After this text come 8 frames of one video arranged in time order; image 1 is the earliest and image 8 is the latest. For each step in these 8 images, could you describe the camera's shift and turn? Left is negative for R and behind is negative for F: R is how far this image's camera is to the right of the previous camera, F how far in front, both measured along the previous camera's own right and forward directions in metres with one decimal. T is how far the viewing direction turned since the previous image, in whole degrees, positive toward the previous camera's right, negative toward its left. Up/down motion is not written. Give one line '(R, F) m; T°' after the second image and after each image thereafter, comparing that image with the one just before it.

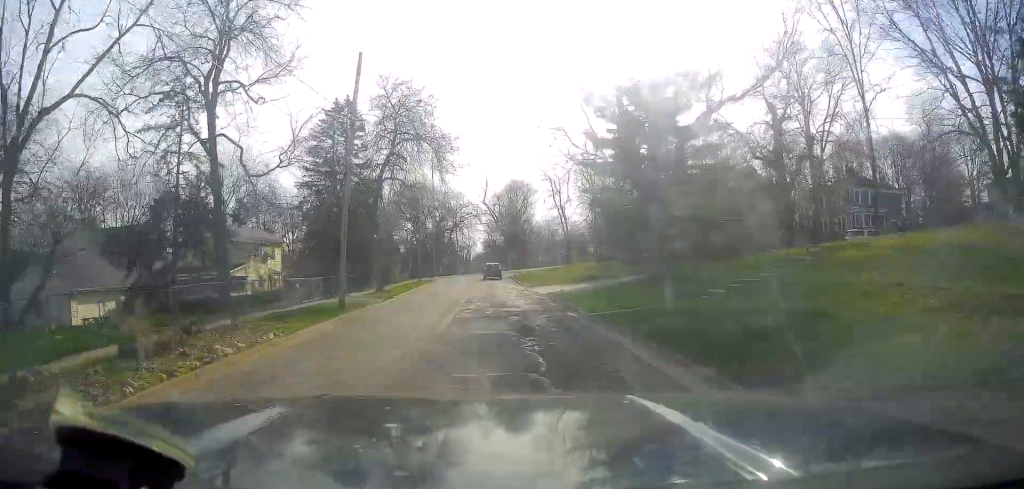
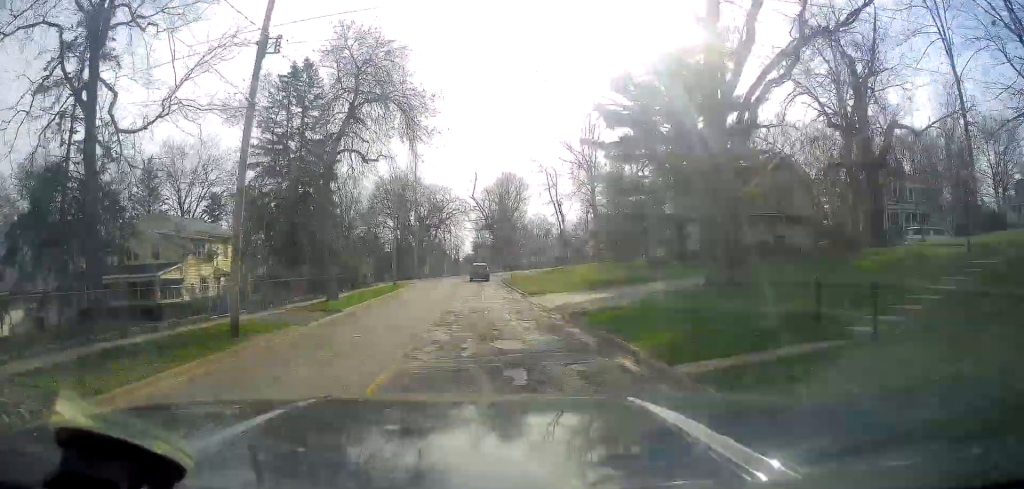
(+0.1, +9.1) m; 0°
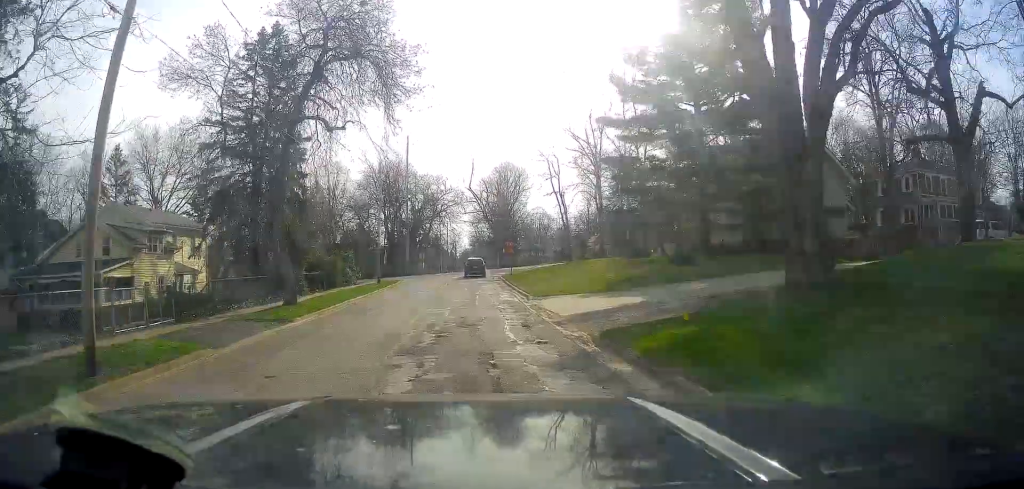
(0.0, +5.7) m; 0°
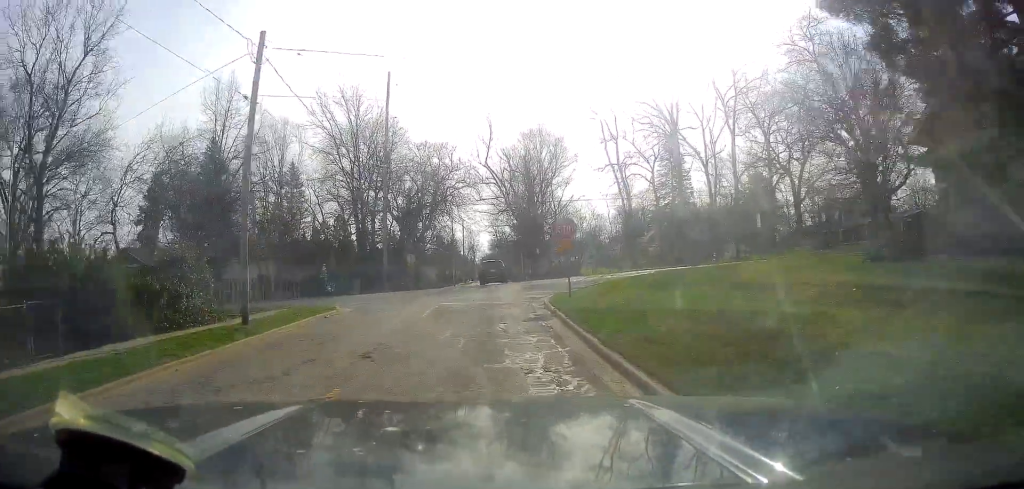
(0.0, +26.2) m; -3°
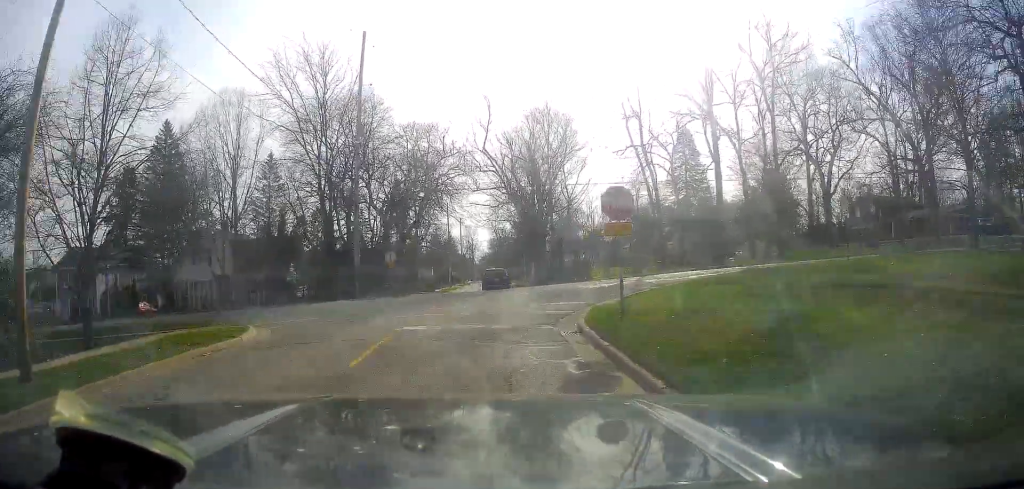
(-0.6, +8.9) m; -1°
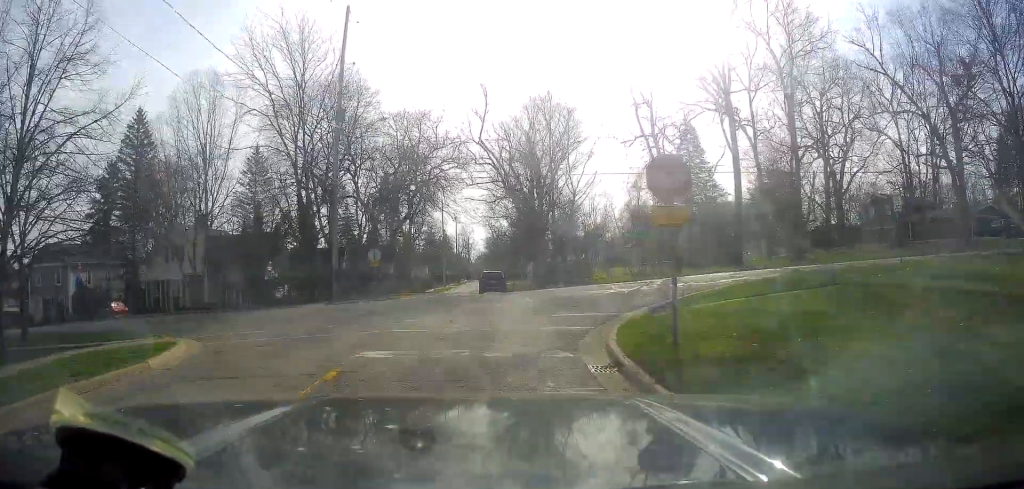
(+0.2, +3.9) m; +2°
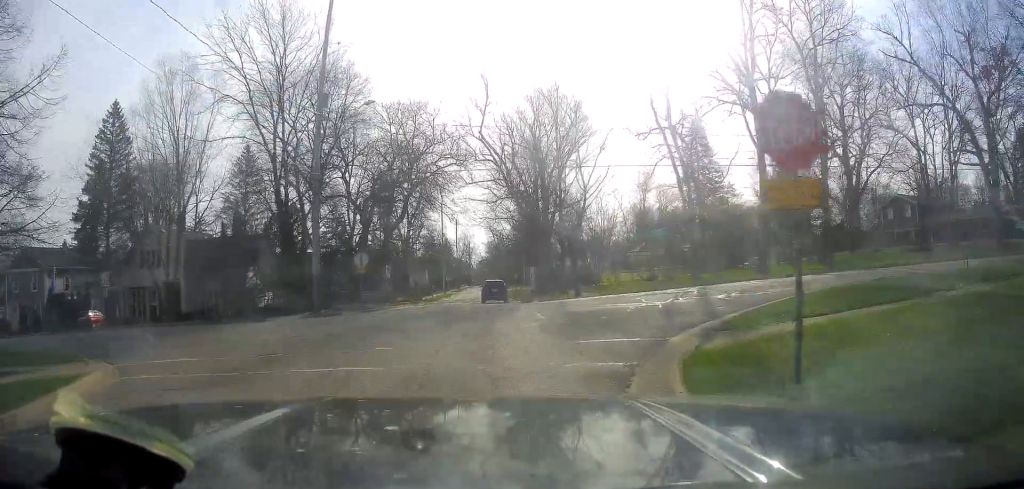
(+0.1, +4.2) m; +2°
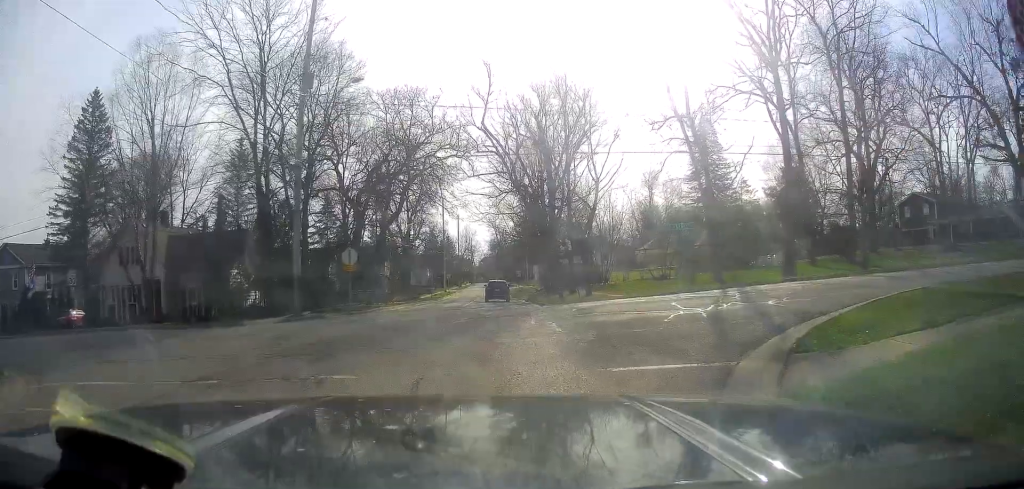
(0.0, +3.0) m; 0°
